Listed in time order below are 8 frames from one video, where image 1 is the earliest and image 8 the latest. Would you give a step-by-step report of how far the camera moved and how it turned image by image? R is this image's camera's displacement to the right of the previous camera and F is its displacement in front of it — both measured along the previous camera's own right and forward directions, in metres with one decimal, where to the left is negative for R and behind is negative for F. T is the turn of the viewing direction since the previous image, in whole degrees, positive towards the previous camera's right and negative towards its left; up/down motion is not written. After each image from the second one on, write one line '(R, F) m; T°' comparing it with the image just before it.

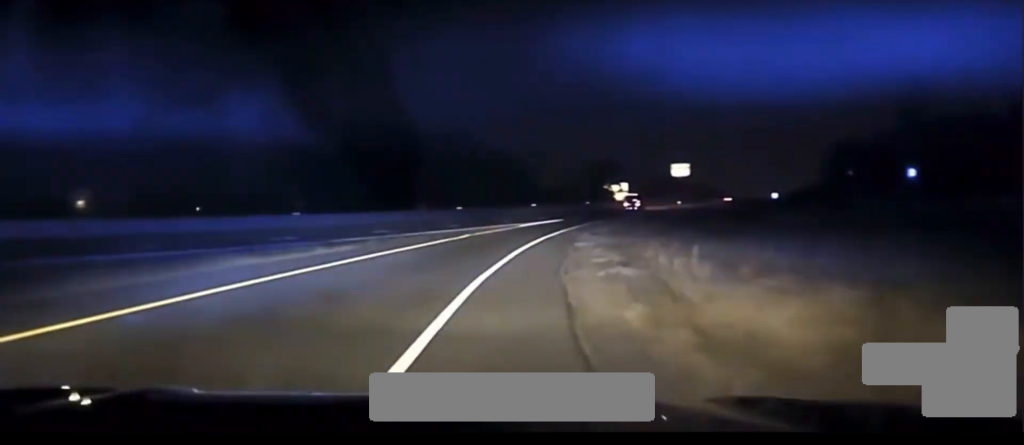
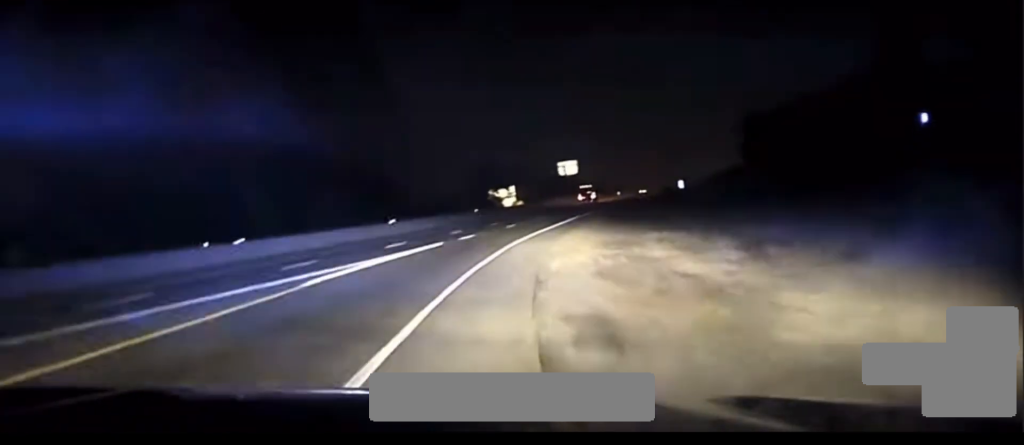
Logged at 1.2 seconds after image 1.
(+3.5, +53.1) m; +7°
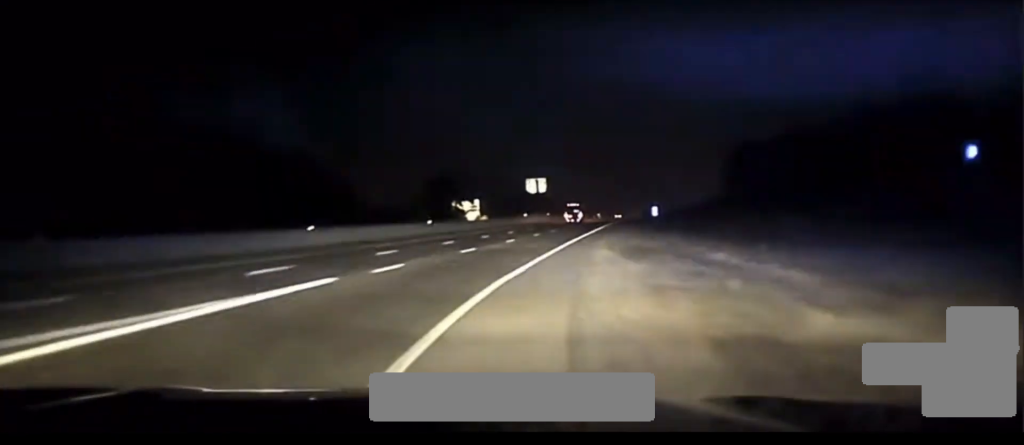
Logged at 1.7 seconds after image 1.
(+0.8, +20.7) m; +2°
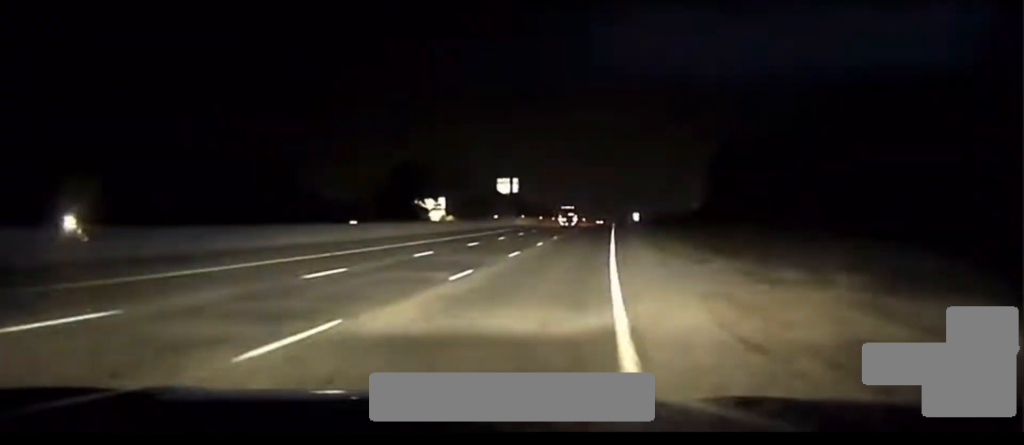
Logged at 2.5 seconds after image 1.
(+0.9, +29.6) m; +3°
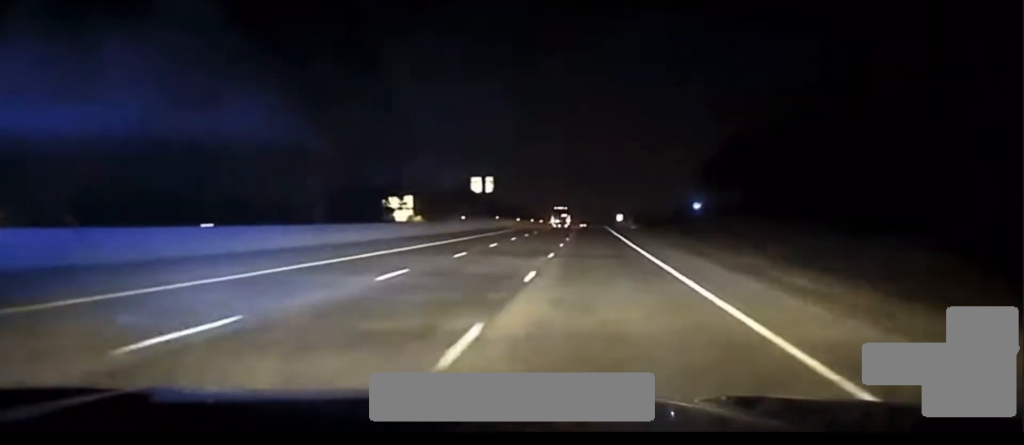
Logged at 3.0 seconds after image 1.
(+0.2, +22.5) m; +2°
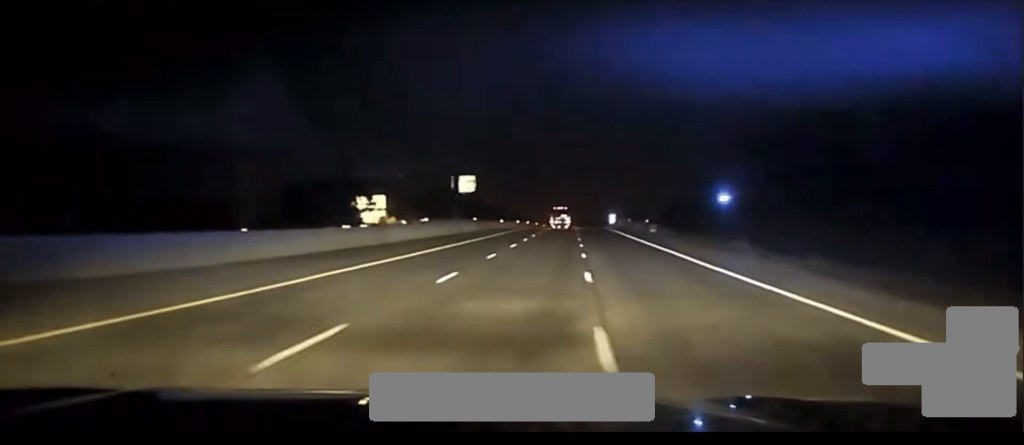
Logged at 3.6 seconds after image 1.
(+0.4, +22.3) m; +1°
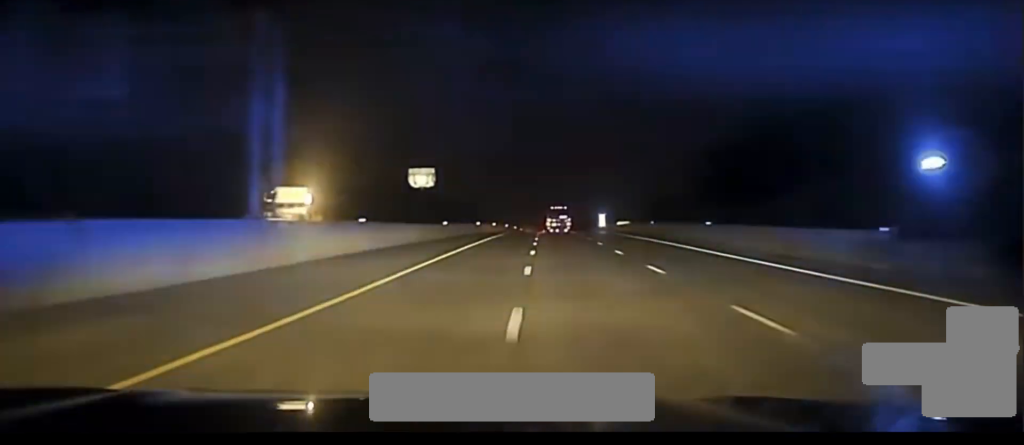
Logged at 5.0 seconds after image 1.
(+0.6, +52.5) m; +1°
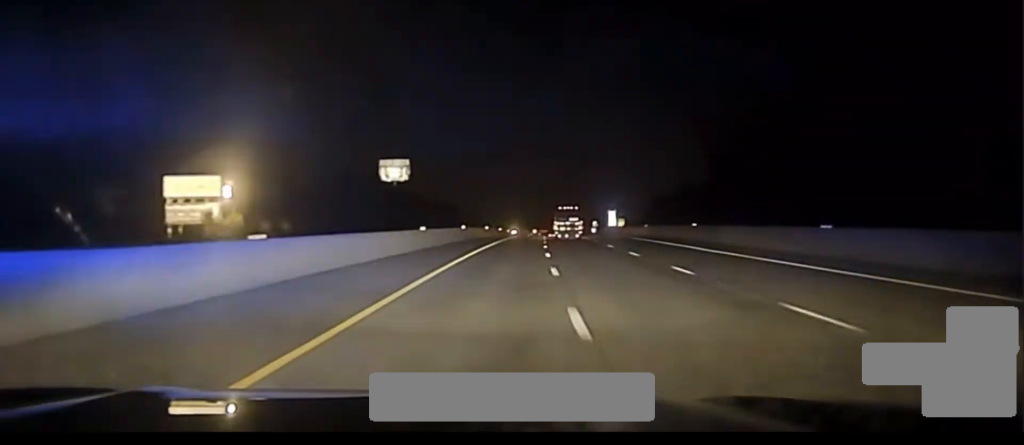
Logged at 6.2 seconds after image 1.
(+0.4, +52.3) m; +1°
